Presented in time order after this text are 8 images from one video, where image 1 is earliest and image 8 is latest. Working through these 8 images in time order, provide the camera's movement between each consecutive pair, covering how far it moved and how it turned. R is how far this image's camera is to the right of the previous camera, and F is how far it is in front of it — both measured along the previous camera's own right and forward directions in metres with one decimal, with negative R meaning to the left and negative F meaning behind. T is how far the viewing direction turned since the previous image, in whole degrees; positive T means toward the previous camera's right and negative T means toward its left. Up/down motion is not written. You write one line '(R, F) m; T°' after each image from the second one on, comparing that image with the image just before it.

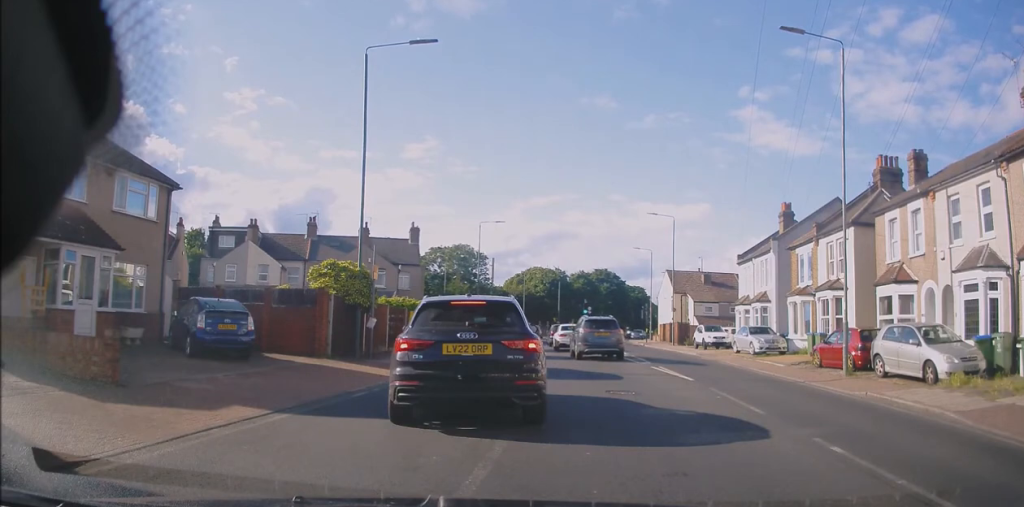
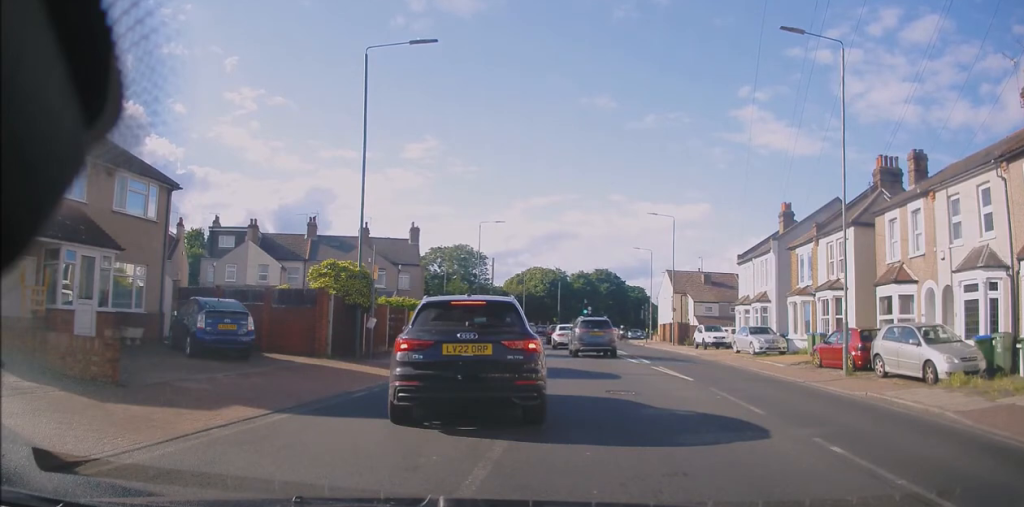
(0.0, 0.0) m; 0°
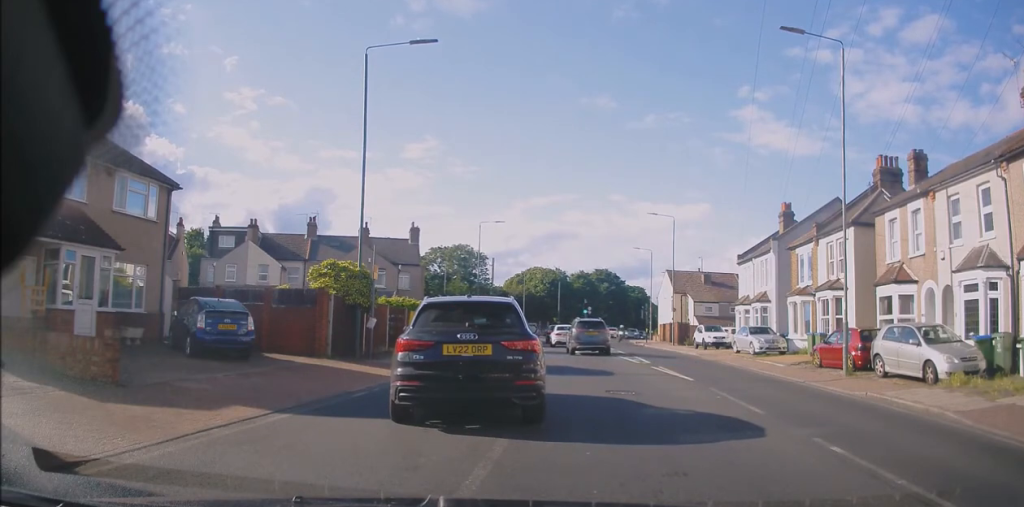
(0.0, 0.0) m; 0°
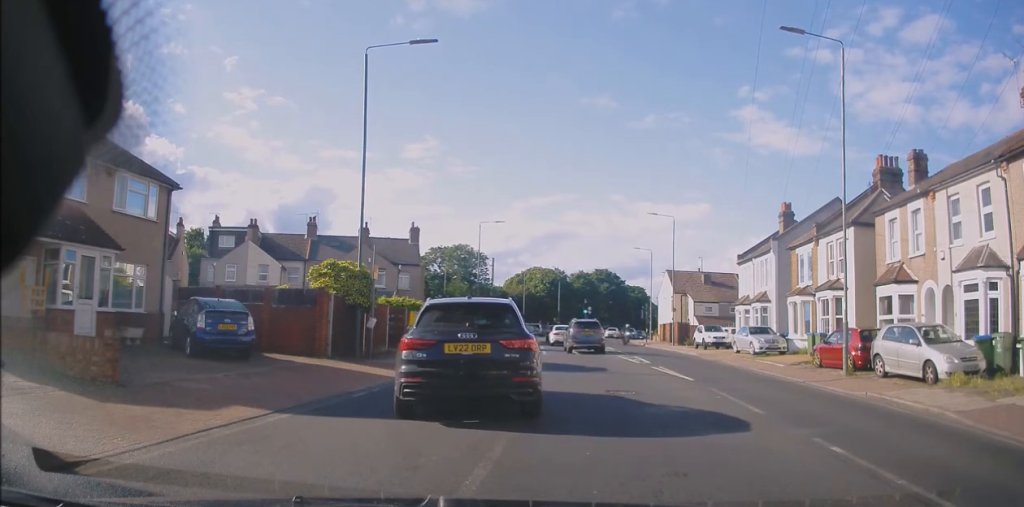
(0.0, 0.0) m; 0°
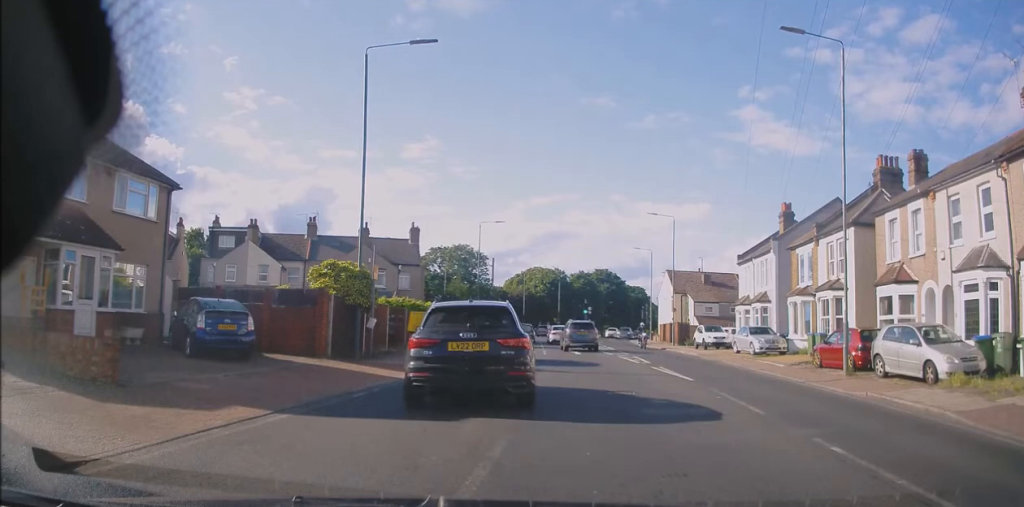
(0.0, 0.0) m; 0°
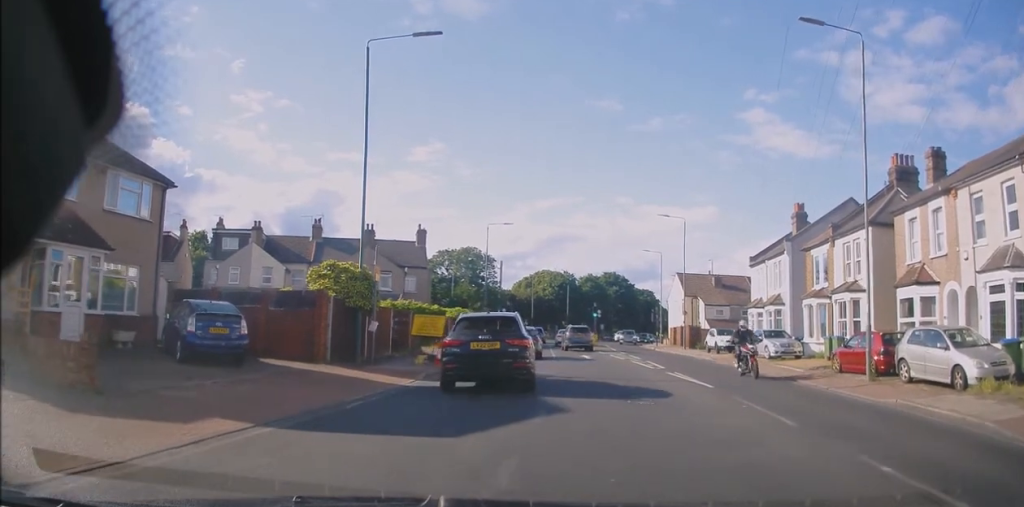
(-0.1, +0.9) m; -2°
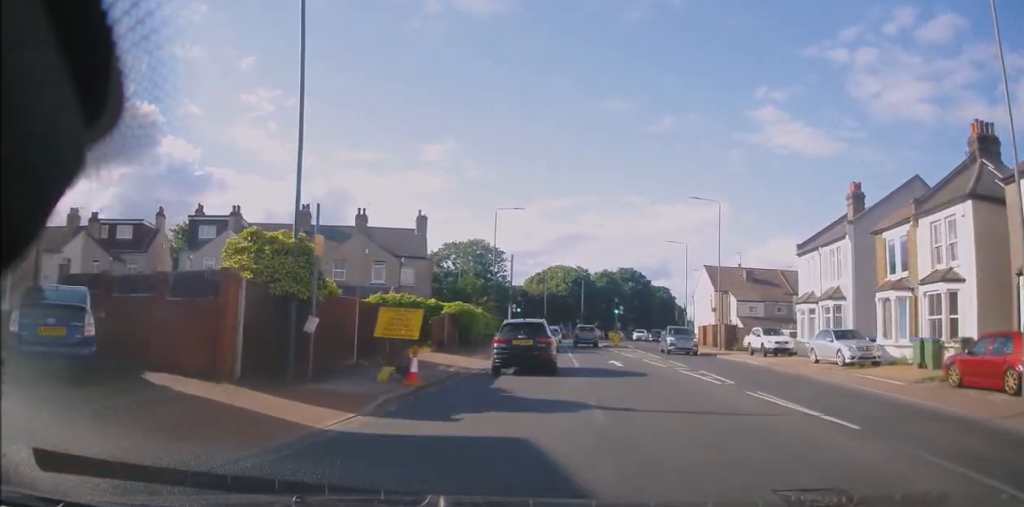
(-0.9, +5.8) m; -6°
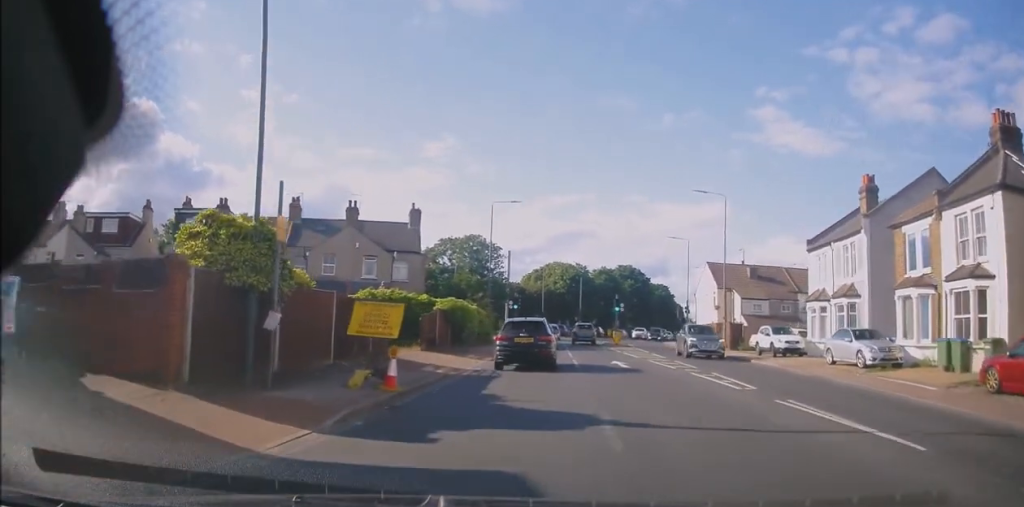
(+0.1, +1.7) m; 0°
